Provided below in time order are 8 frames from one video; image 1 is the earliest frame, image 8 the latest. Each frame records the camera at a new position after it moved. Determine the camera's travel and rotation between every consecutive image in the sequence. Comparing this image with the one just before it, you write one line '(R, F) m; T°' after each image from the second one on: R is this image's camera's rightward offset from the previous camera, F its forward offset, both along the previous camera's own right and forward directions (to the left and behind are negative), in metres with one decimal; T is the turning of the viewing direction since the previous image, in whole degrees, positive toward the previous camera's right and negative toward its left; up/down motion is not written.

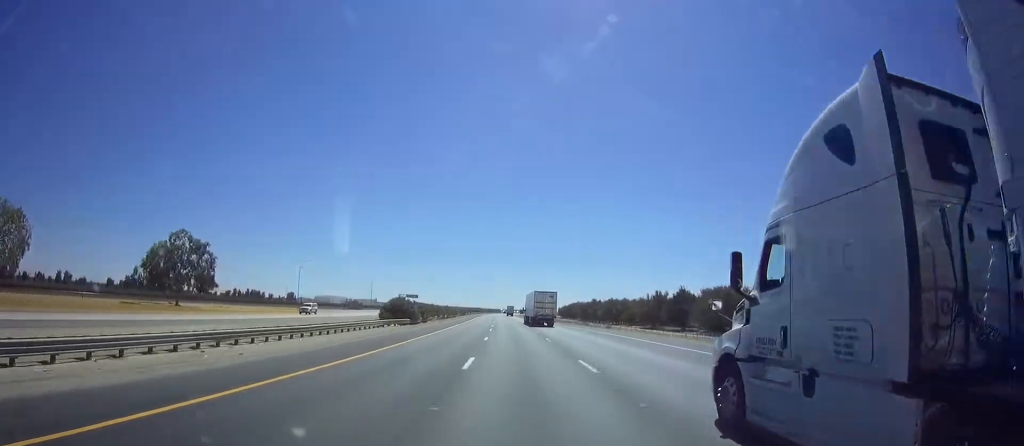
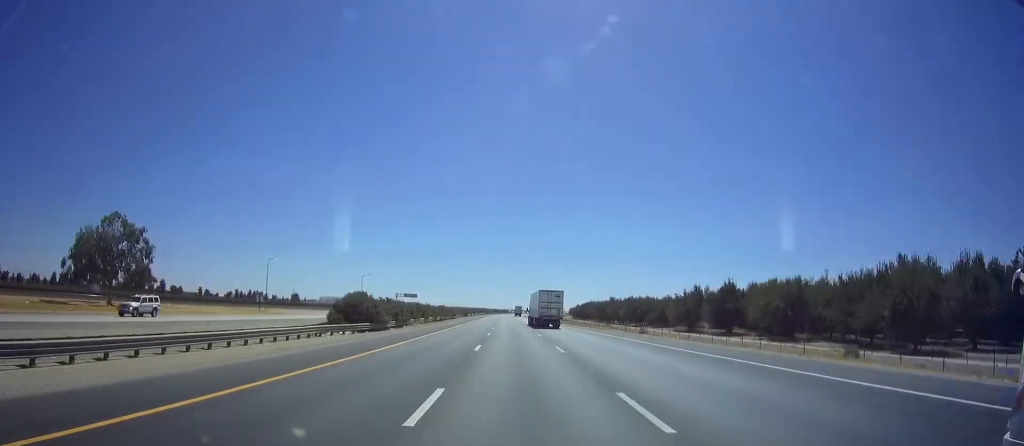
(0.0, +22.0) m; 0°
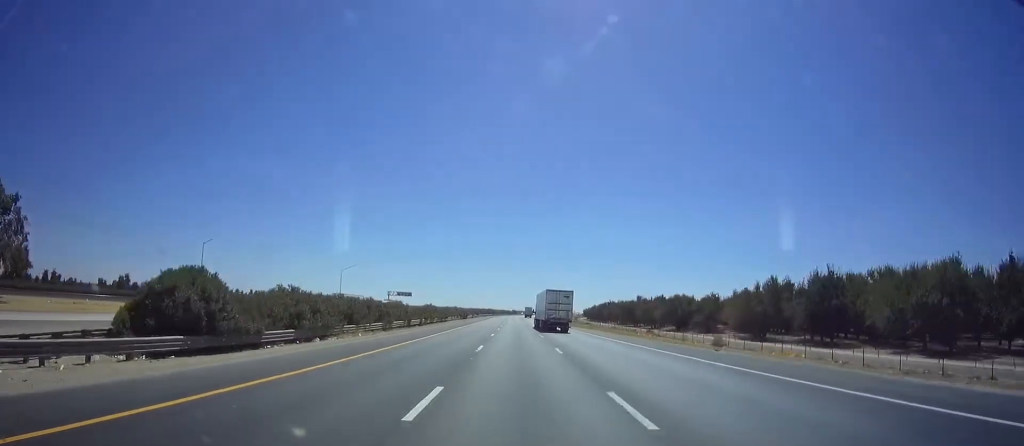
(0.0, +28.6) m; -1°
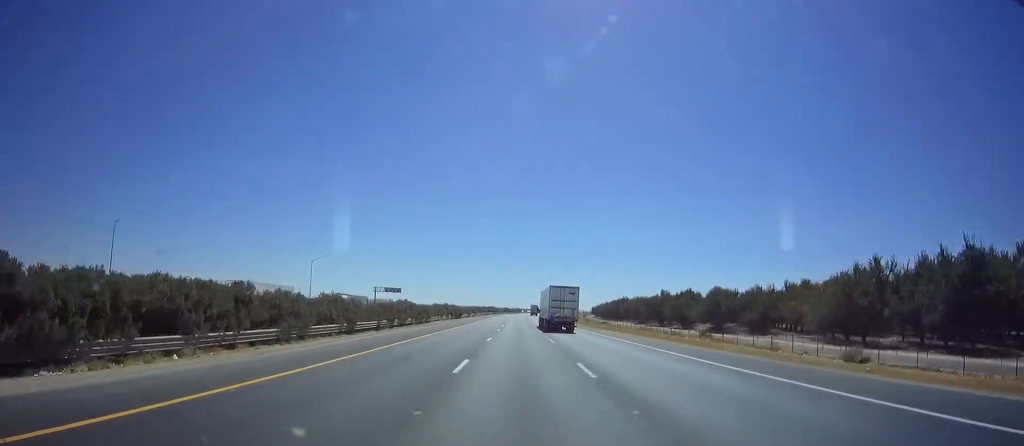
(-0.5, +23.3) m; -1°
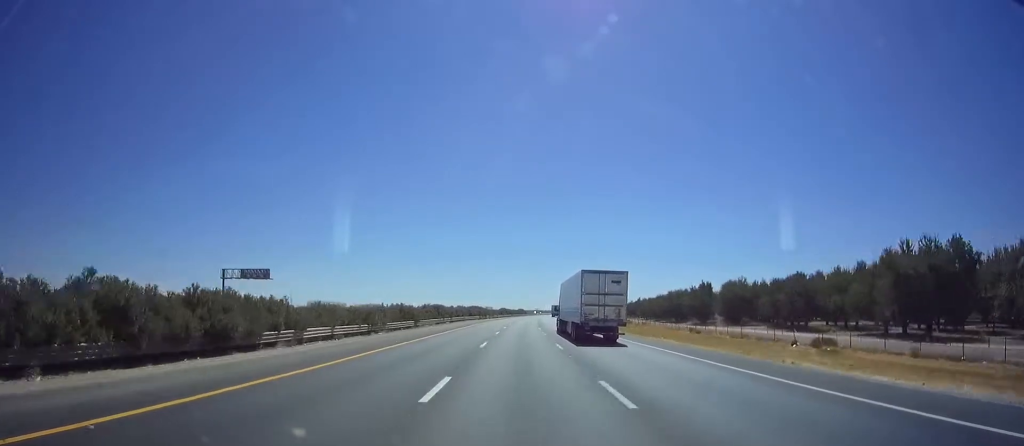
(-0.3, +92.1) m; 0°
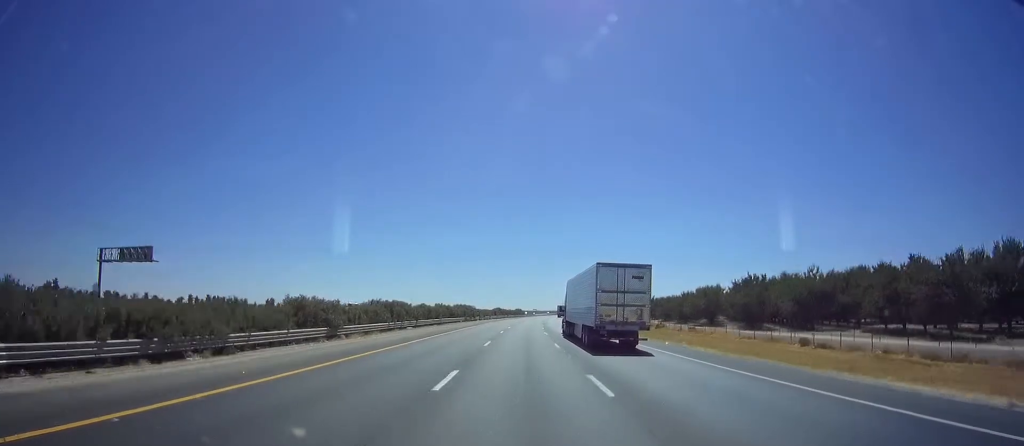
(0.0, +27.8) m; 0°
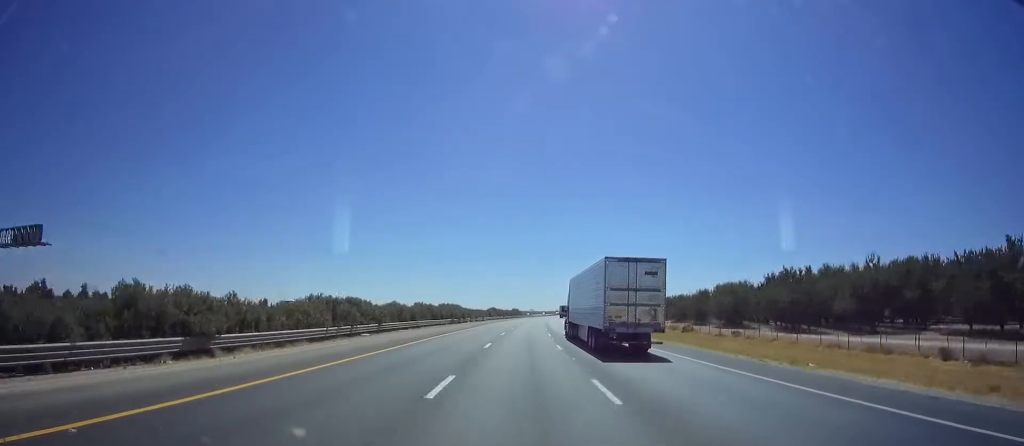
(-0.1, +15.5) m; +1°
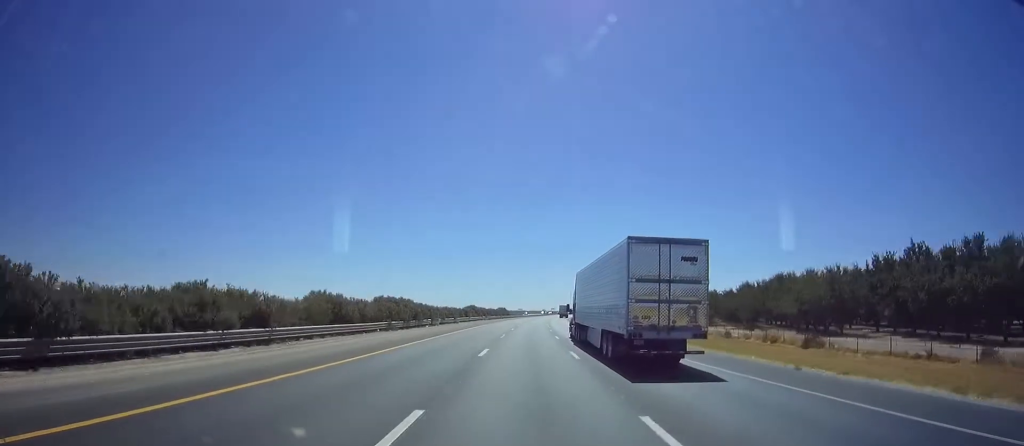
(+0.6, +34.3) m; +1°
